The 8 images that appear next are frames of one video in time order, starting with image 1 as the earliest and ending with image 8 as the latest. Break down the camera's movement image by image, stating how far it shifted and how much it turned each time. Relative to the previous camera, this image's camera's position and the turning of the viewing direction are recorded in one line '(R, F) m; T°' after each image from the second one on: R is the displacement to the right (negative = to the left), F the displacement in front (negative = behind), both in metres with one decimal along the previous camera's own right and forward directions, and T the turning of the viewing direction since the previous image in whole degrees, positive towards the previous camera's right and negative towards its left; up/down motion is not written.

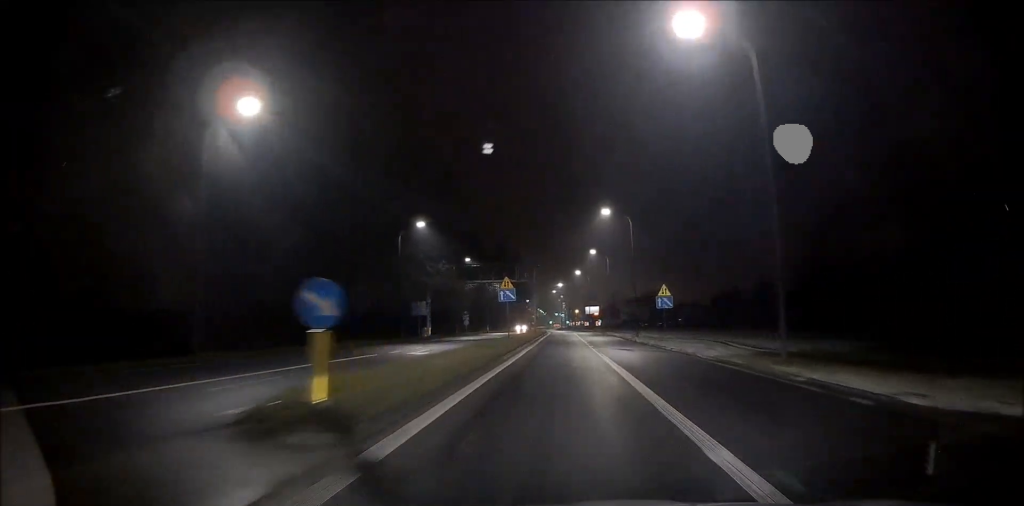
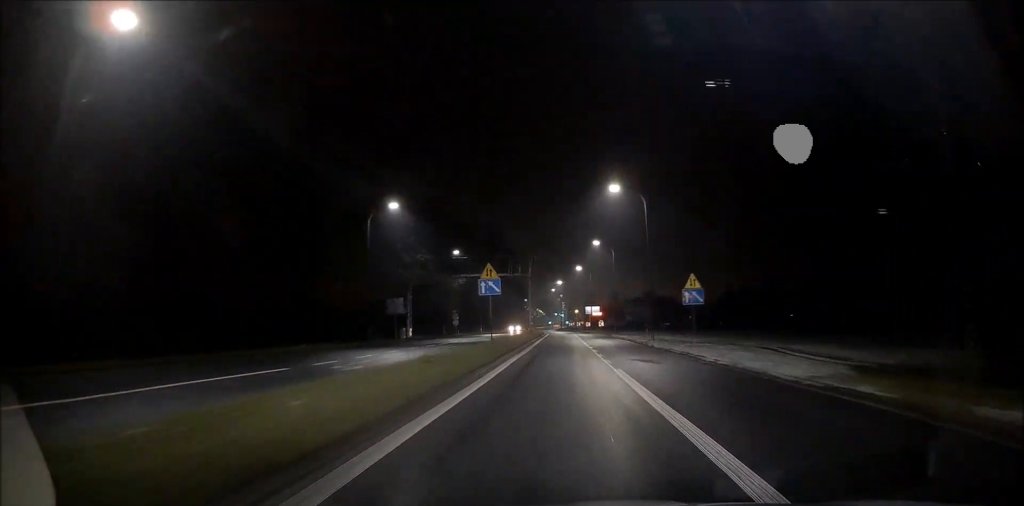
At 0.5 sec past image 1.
(+0.2, +8.5) m; +1°
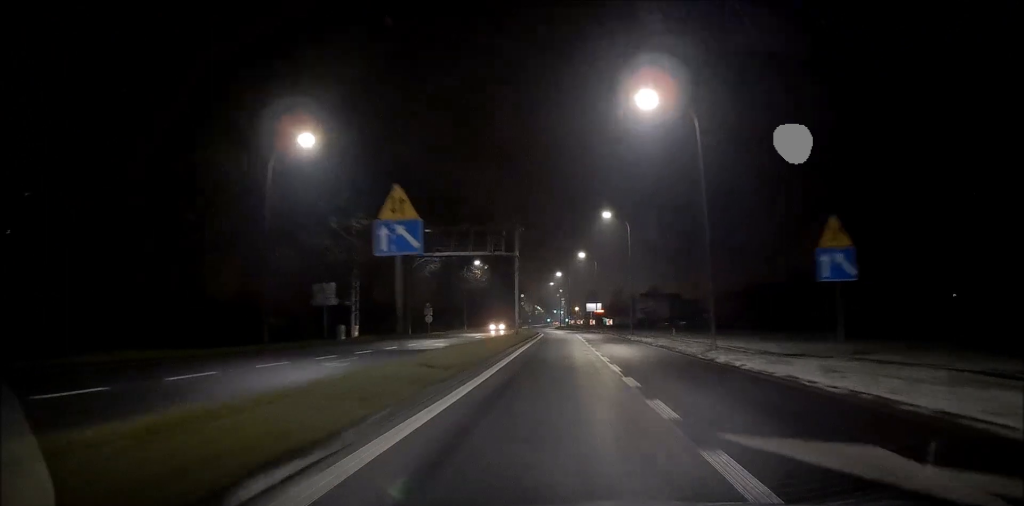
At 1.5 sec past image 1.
(+0.2, +15.9) m; +1°
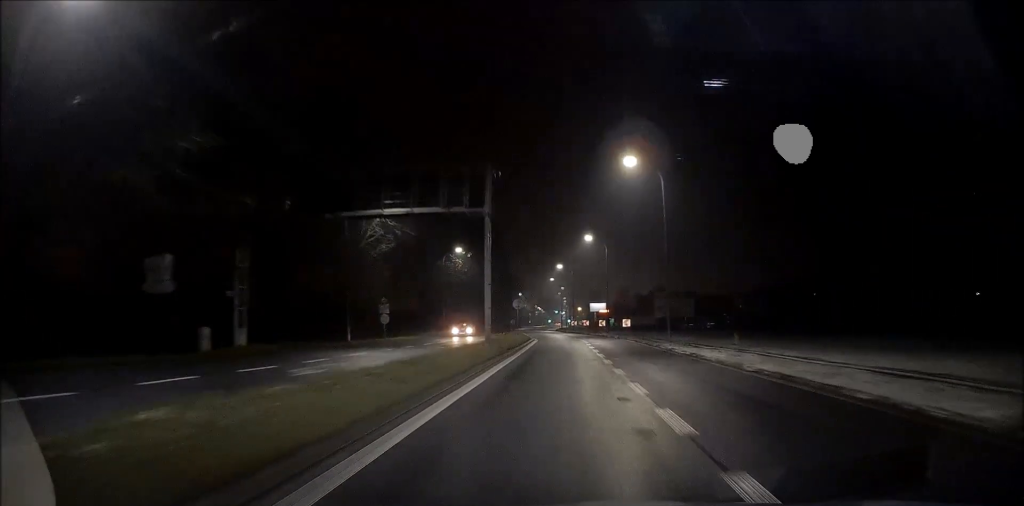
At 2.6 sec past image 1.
(0.0, +17.0) m; 0°
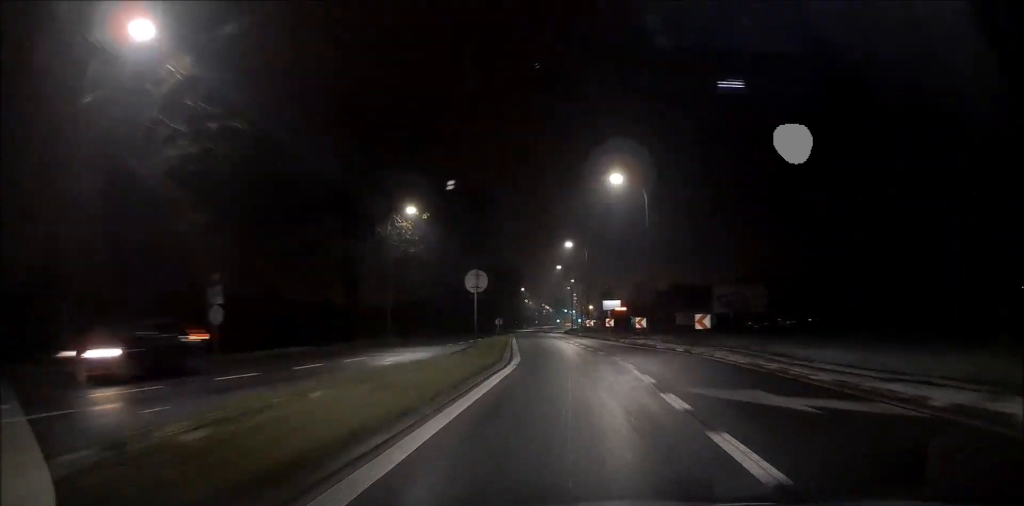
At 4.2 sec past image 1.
(0.0, +26.0) m; 0°
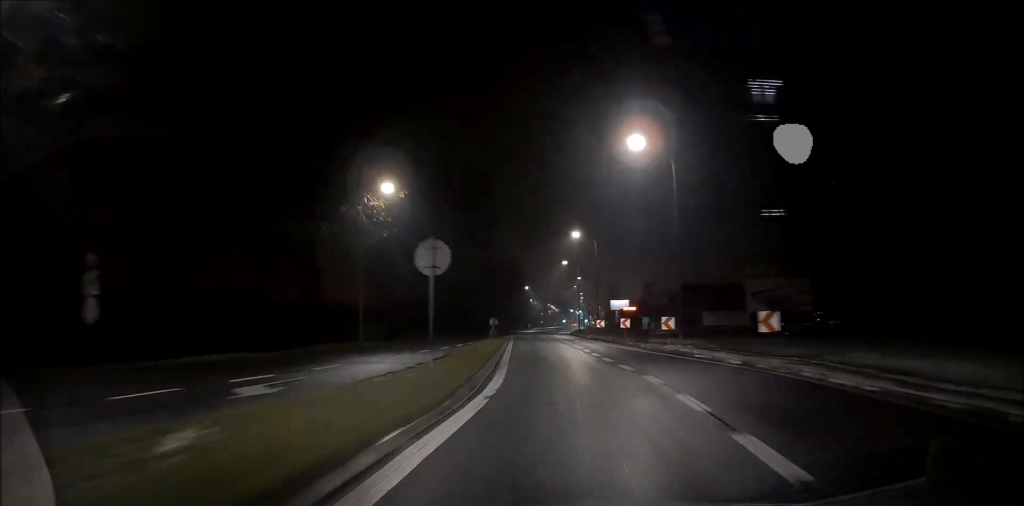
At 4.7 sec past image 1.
(0.0, +7.9) m; 0°
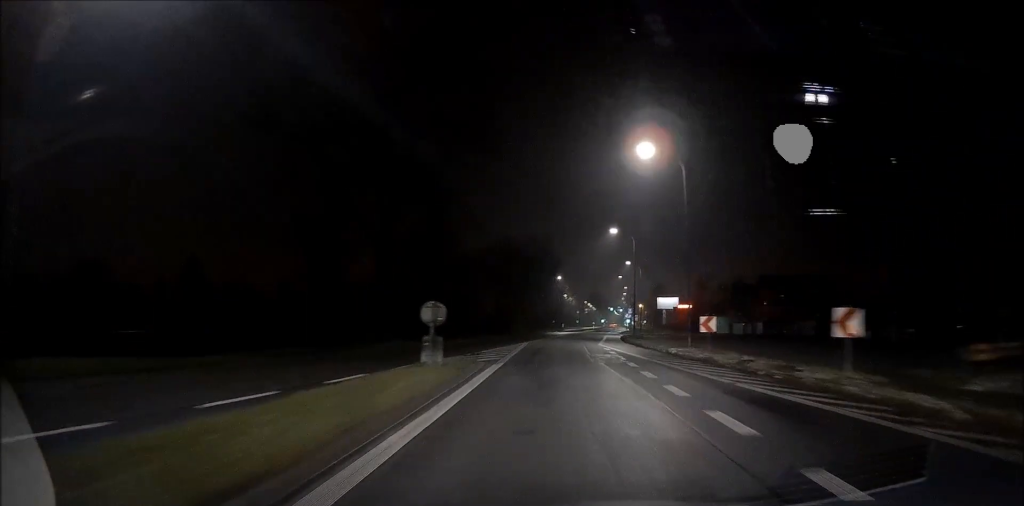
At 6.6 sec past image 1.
(-0.7, +29.5) m; -3°
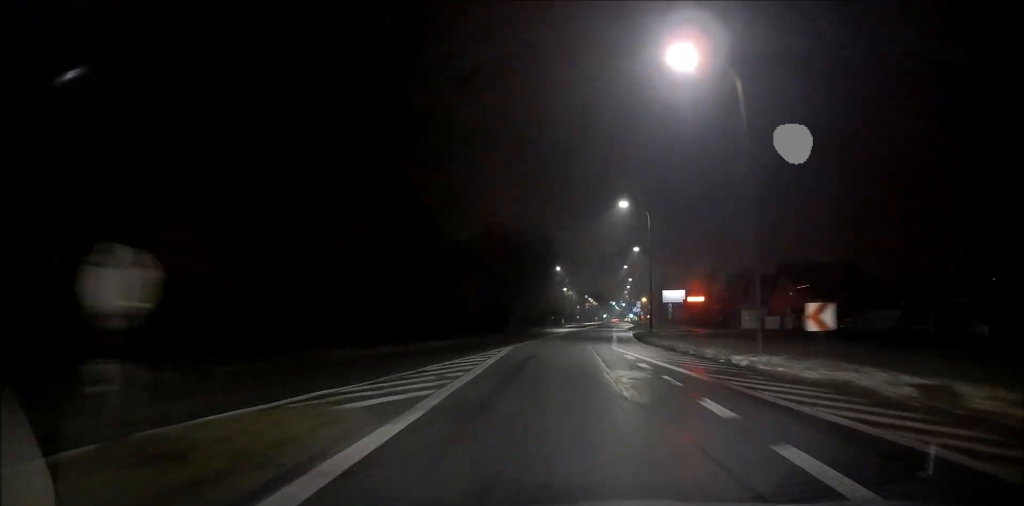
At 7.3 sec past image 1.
(-0.1, +11.0) m; -1°
